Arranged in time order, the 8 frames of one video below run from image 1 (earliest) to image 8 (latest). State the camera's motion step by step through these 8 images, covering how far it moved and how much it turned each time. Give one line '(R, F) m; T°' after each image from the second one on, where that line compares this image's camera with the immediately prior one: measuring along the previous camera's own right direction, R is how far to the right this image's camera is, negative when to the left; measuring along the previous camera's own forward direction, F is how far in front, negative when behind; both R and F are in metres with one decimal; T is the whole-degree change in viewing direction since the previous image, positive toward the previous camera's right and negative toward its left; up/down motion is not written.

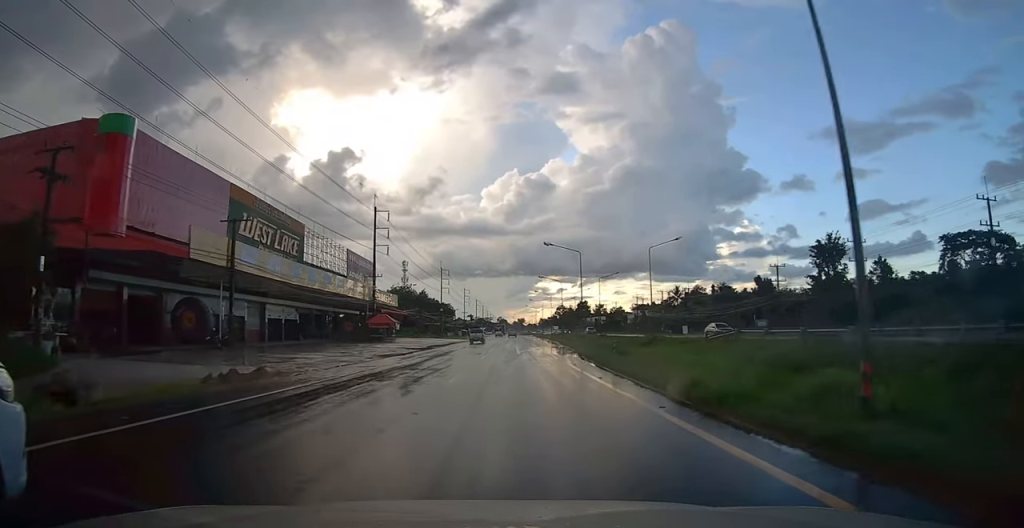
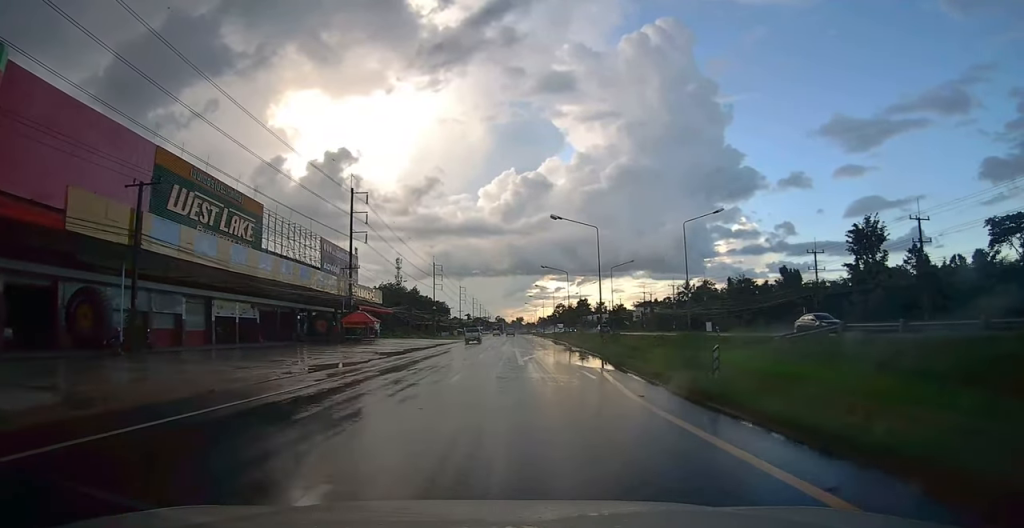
(0.0, +11.2) m; 0°
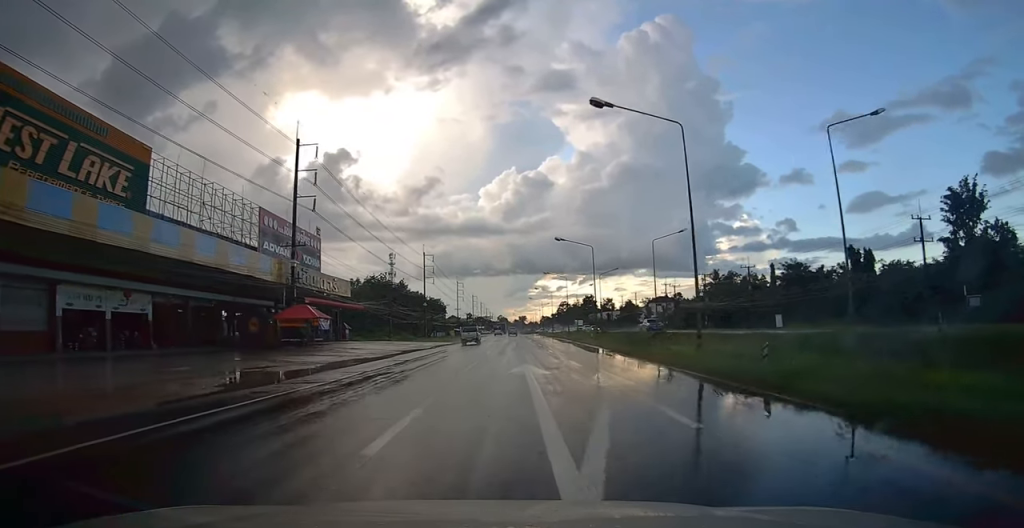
(+0.1, +19.7) m; 0°
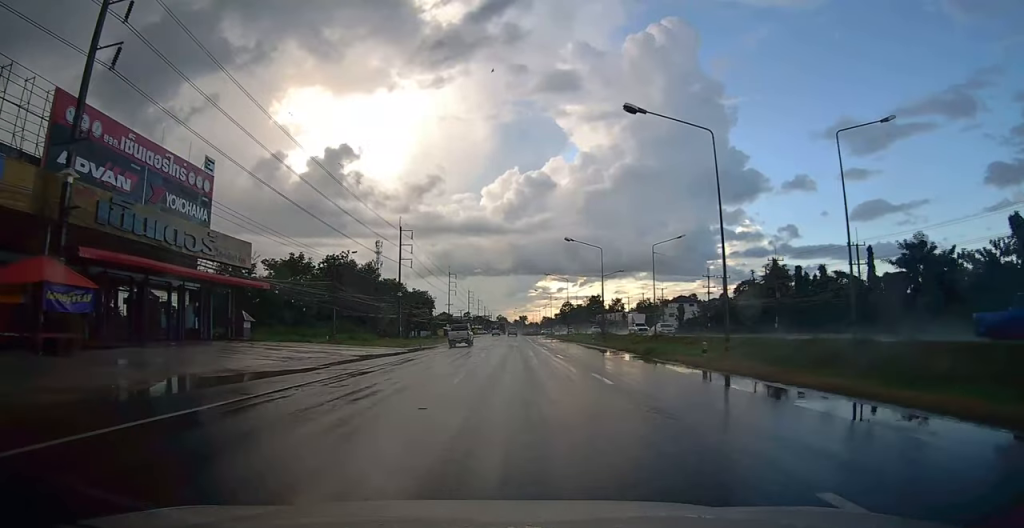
(0.0, +29.6) m; +1°
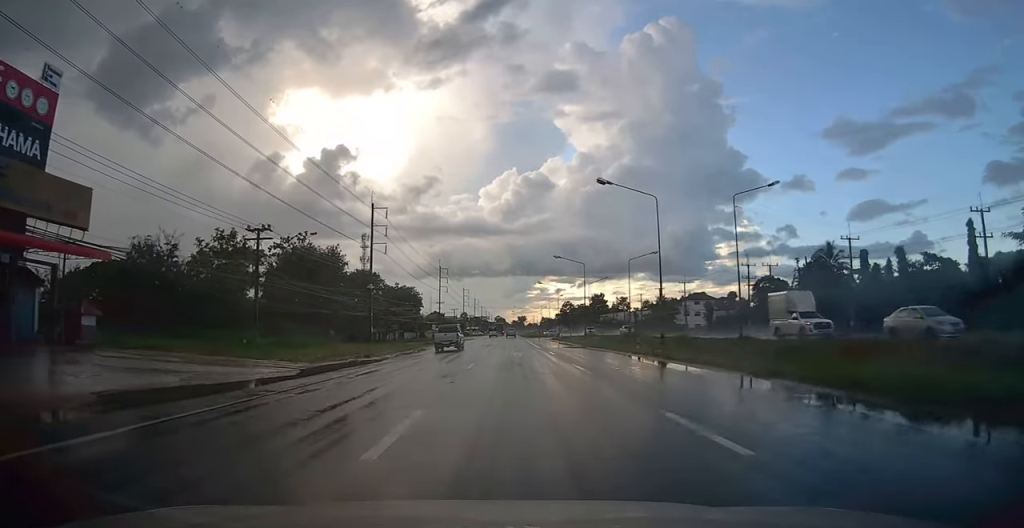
(0.0, +19.5) m; 0°
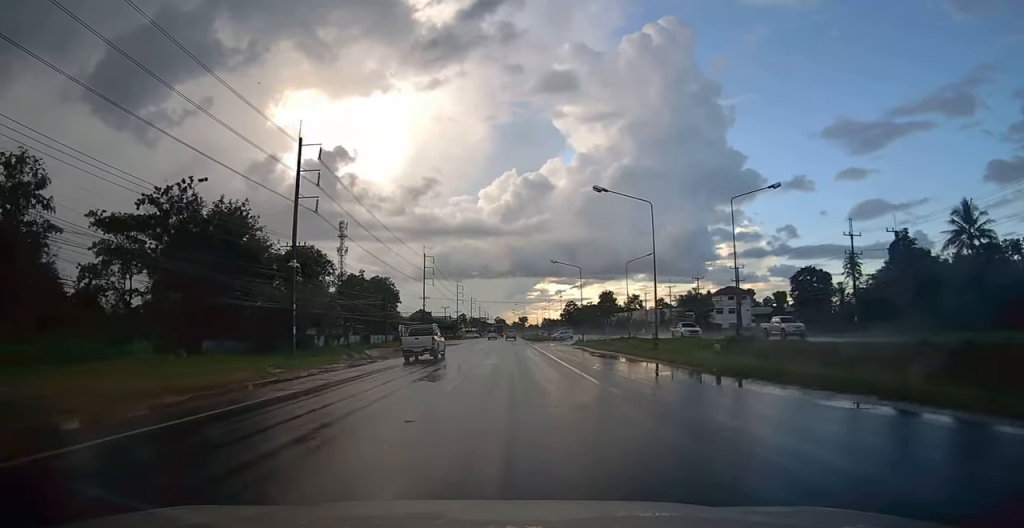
(0.0, +29.8) m; 0°
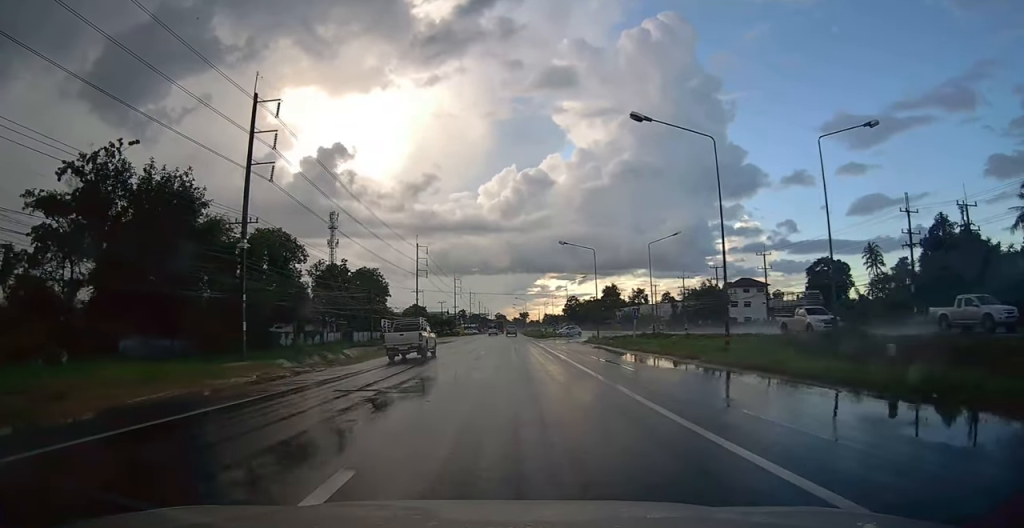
(0.0, +10.2) m; 0°
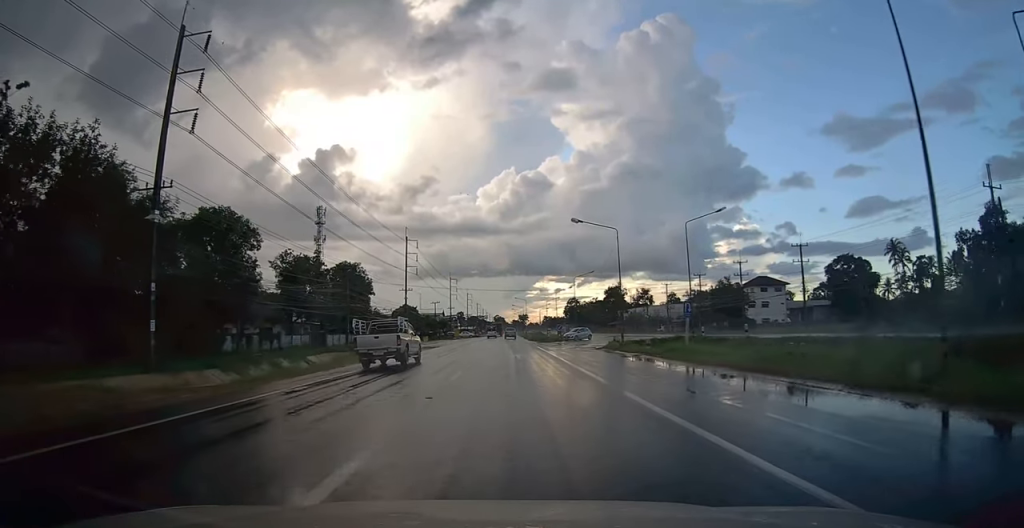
(0.0, +11.4) m; 0°
